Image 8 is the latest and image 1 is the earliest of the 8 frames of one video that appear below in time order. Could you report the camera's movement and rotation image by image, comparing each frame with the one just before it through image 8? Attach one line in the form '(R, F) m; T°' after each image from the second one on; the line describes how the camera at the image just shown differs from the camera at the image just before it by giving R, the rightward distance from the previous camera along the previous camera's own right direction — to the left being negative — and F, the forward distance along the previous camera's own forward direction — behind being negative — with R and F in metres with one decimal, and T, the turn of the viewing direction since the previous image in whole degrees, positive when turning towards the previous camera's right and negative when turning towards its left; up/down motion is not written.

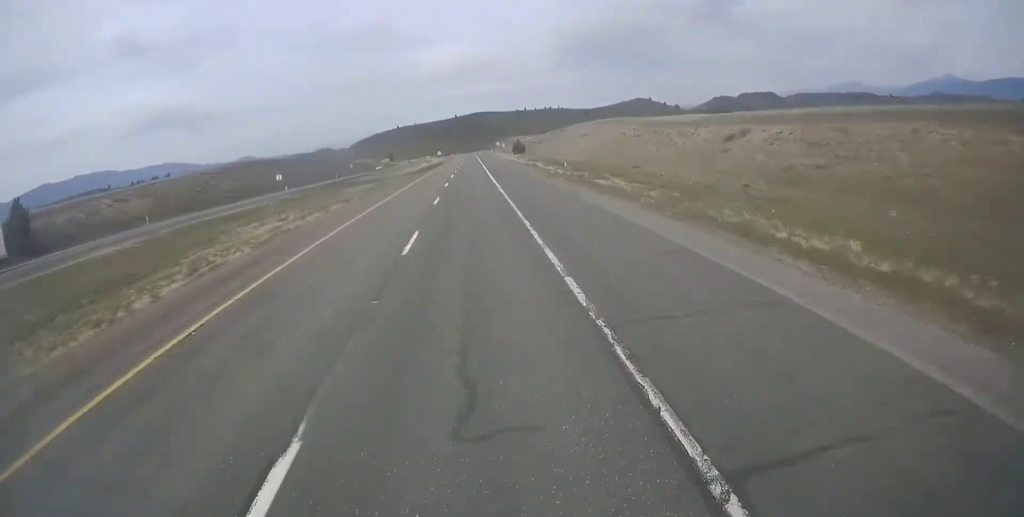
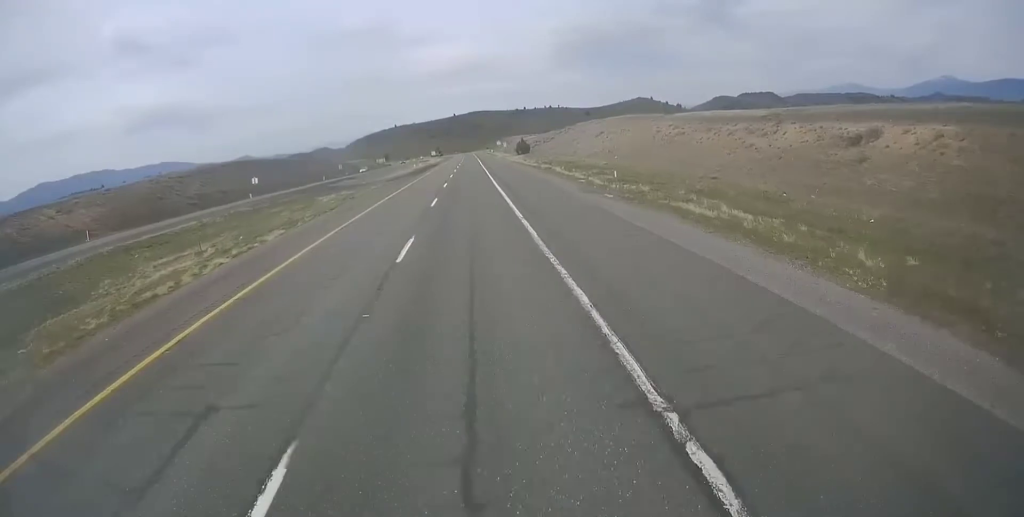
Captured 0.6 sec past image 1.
(-0.1, +16.3) m; 0°
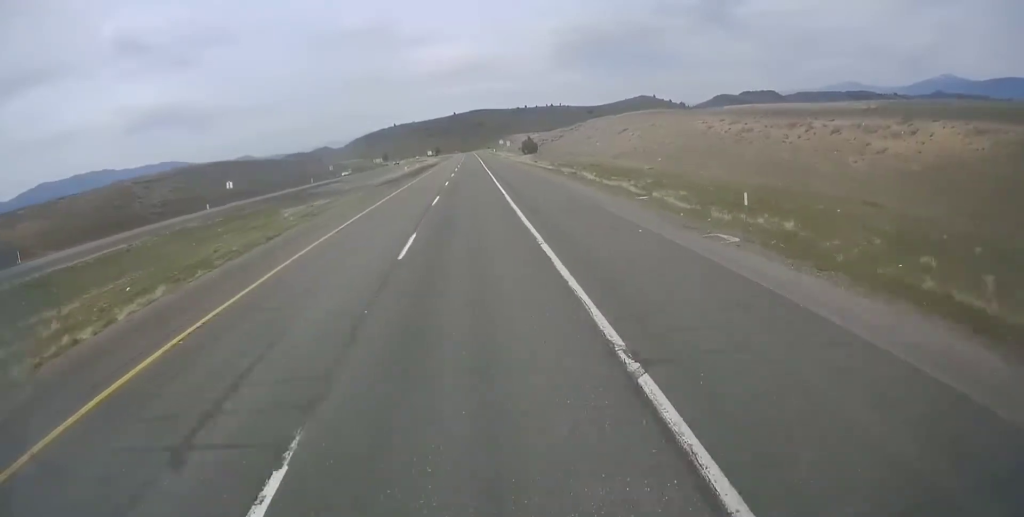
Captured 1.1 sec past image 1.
(-0.2, +14.4) m; 0°
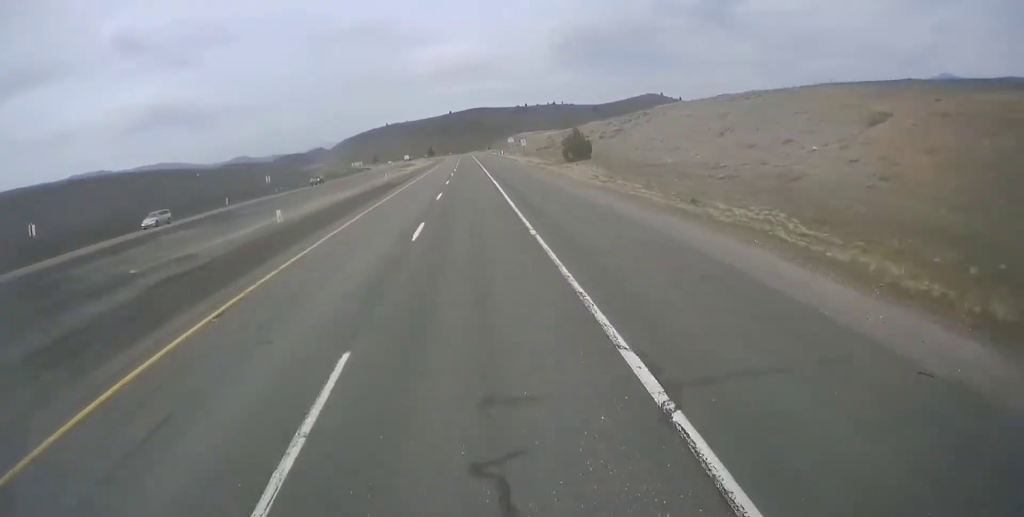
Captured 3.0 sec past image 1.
(+1.4, +56.0) m; 0°
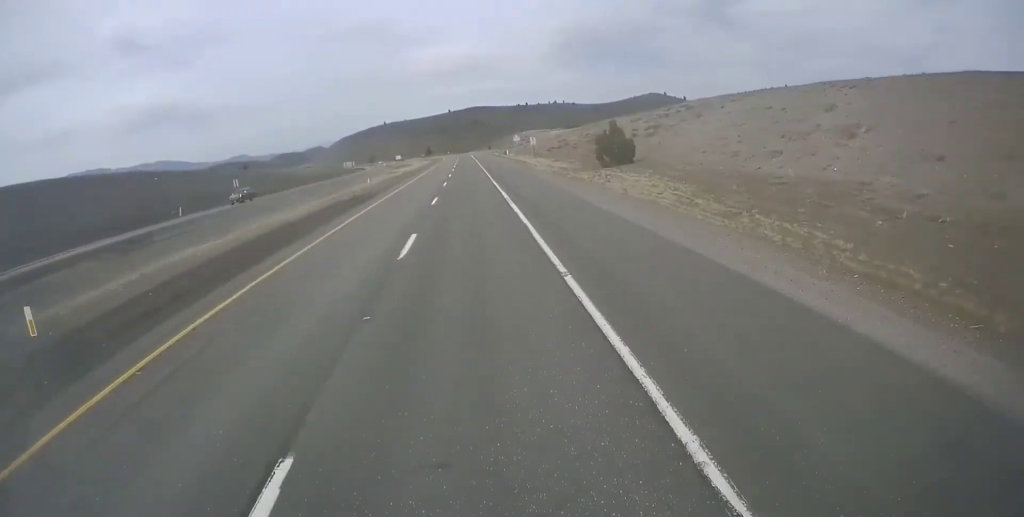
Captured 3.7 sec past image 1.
(-0.5, +18.1) m; 0°
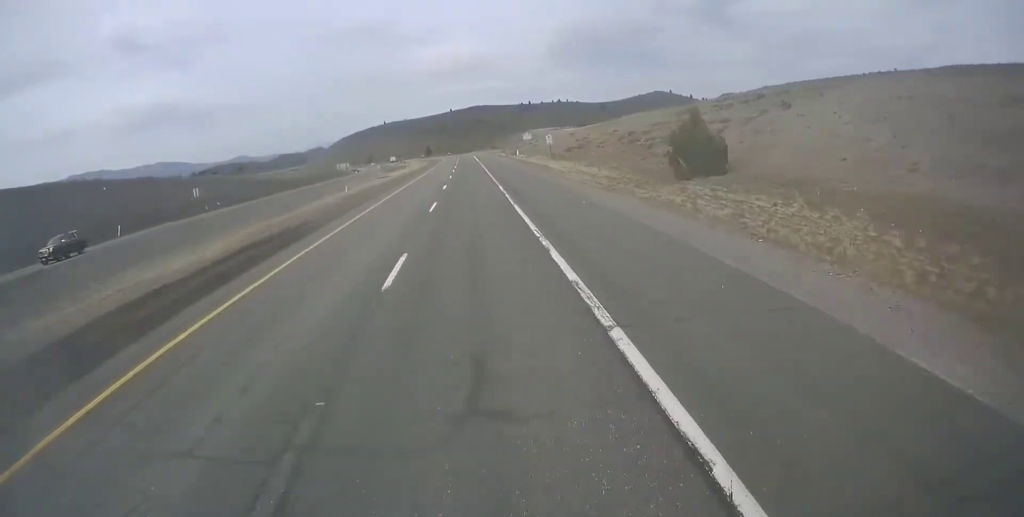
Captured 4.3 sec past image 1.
(-0.1, +18.0) m; 0°
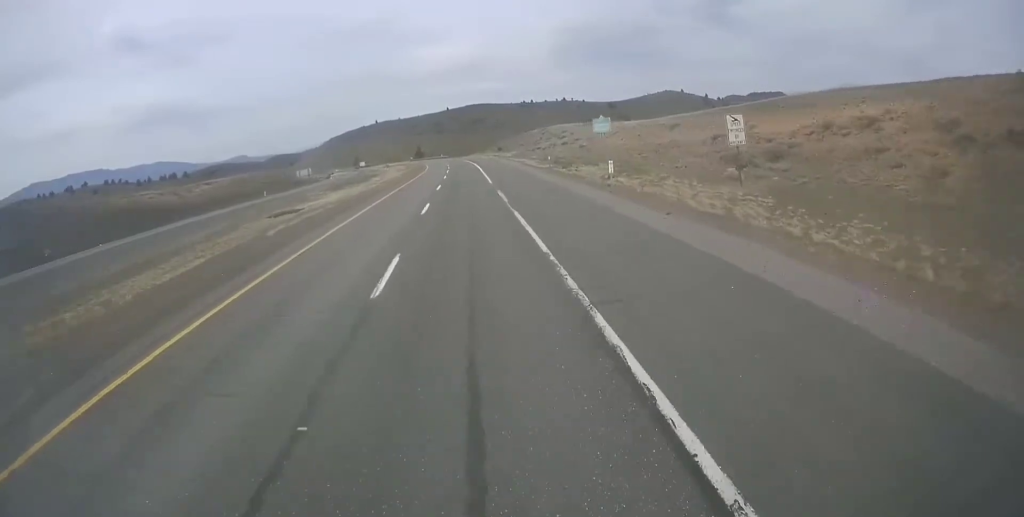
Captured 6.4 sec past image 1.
(+0.2, +59.3) m; 0°
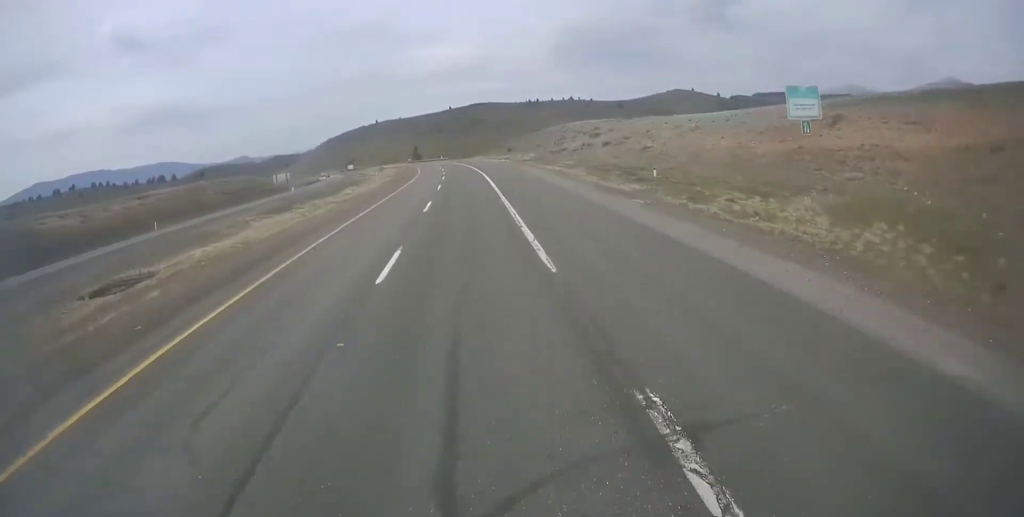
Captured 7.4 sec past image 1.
(+0.2, +28.8) m; +1°
